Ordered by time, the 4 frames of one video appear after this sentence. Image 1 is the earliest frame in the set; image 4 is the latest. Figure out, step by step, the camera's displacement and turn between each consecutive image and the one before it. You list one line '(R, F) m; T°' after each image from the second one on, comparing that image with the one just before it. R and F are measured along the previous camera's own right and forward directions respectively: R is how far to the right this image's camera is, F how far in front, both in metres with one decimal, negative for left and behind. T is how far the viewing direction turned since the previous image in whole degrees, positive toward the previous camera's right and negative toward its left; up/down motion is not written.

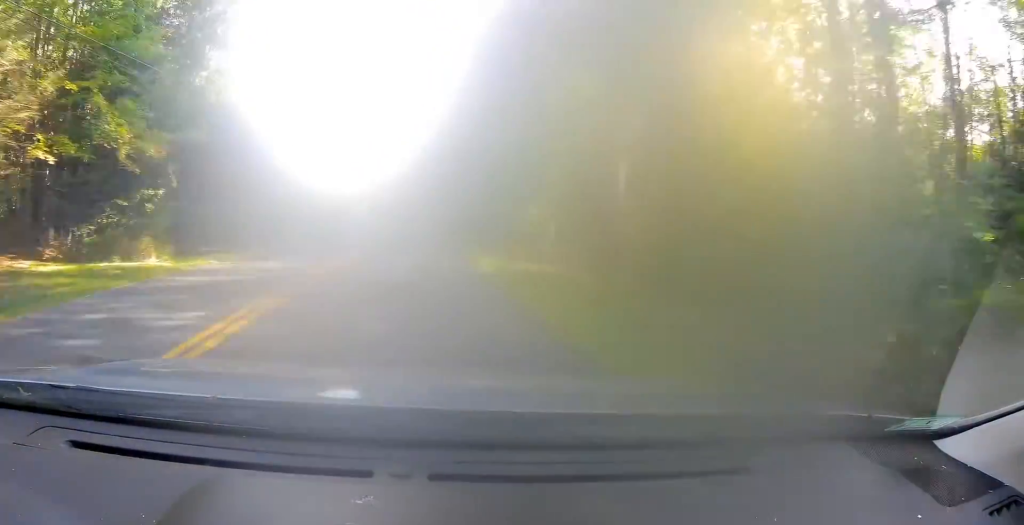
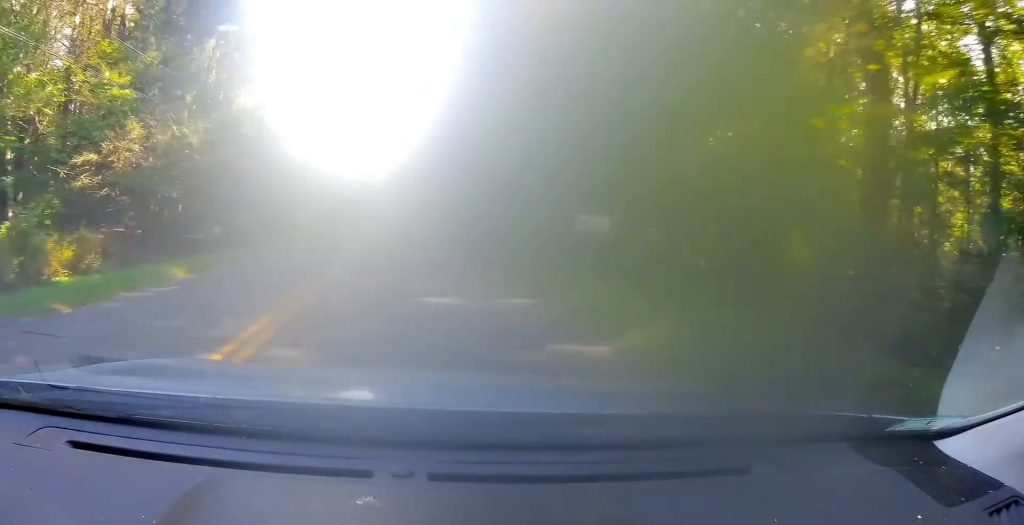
(-1.2, +73.2) m; -3°
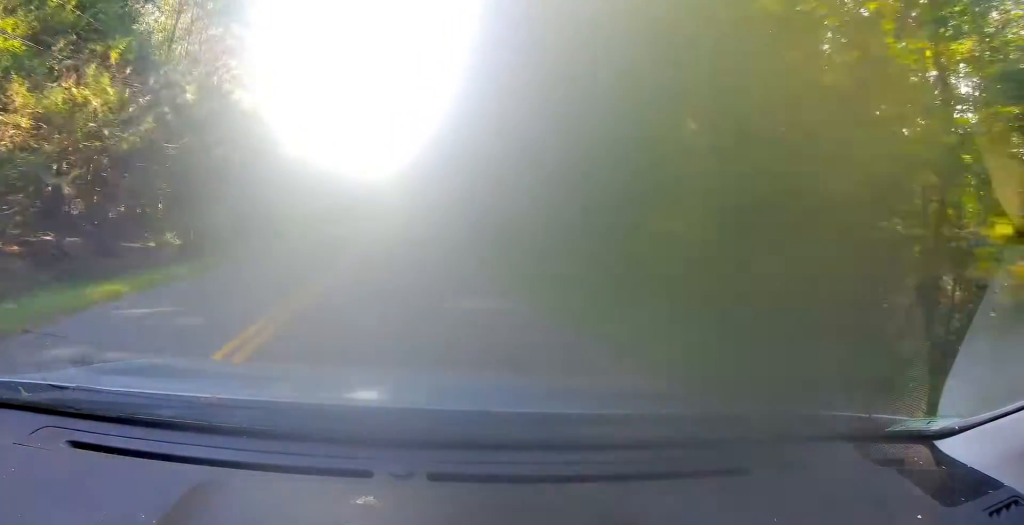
(+0.1, +8.0) m; -1°
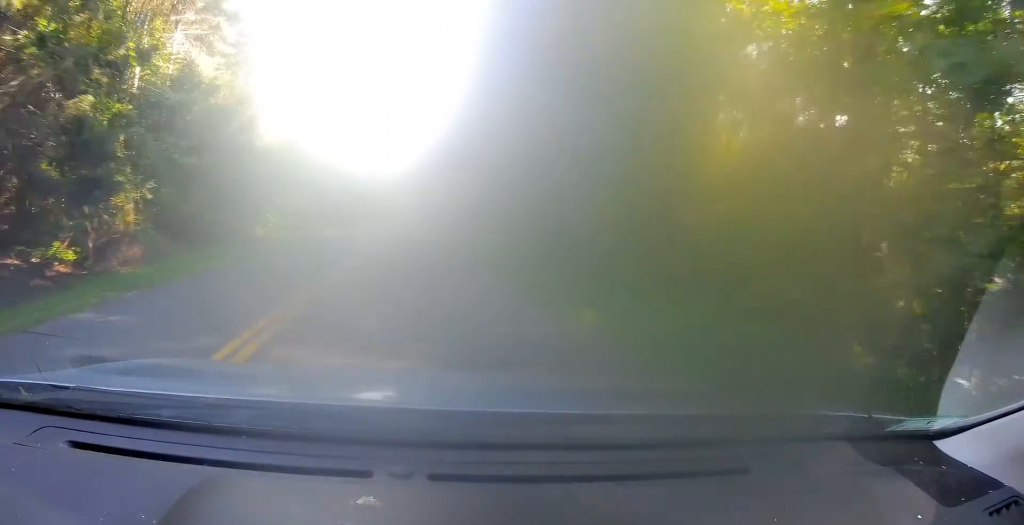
(-0.1, +9.4) m; -1°
